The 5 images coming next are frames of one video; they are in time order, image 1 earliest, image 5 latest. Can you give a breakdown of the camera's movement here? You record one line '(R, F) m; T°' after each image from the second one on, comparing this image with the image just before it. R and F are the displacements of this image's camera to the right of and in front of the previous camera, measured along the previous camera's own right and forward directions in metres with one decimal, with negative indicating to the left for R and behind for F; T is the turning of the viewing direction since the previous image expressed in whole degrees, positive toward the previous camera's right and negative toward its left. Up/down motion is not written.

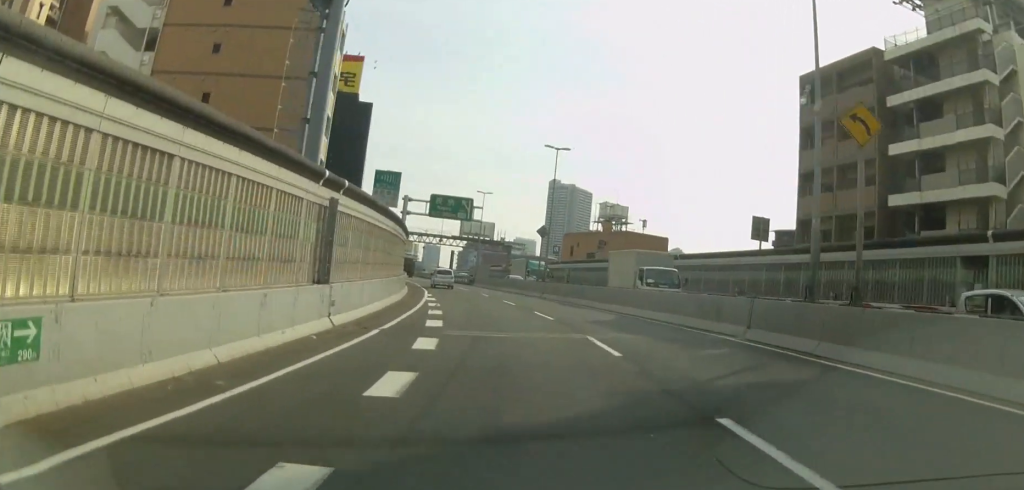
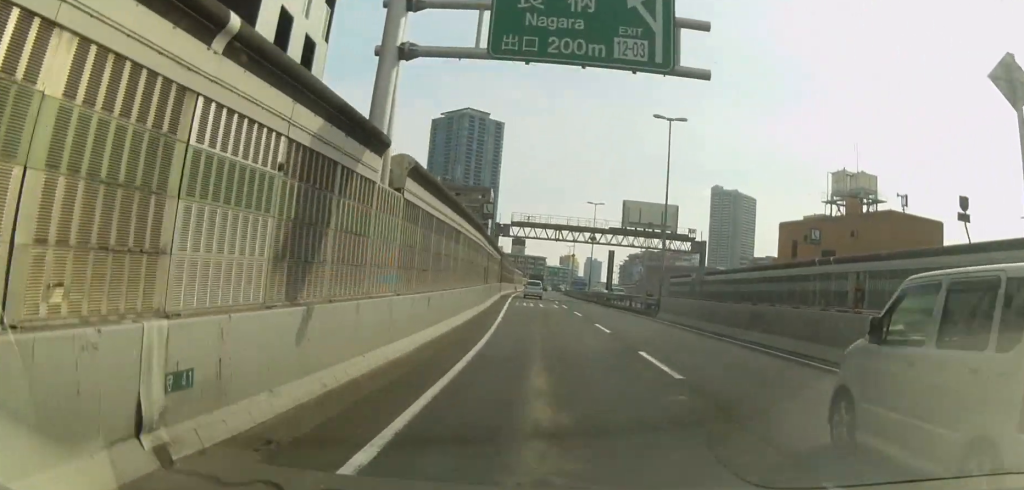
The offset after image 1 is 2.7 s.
(-6.7, +40.8) m; -17°
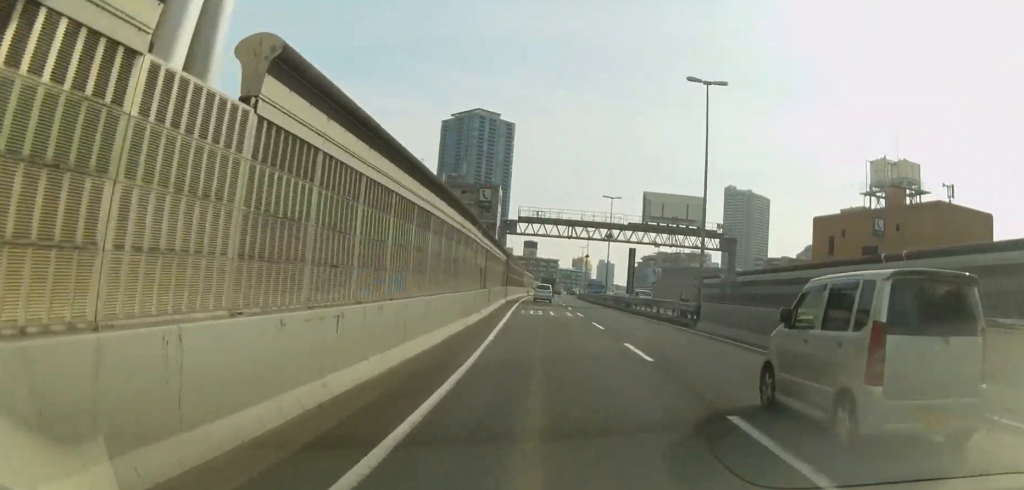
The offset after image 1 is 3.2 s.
(-0.2, +7.2) m; -2°
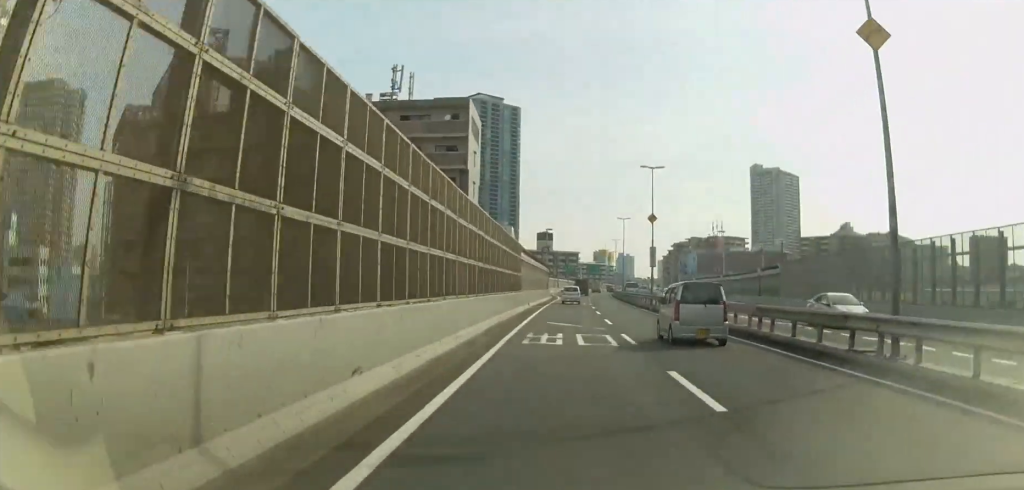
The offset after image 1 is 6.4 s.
(-2.2, +53.2) m; -3°
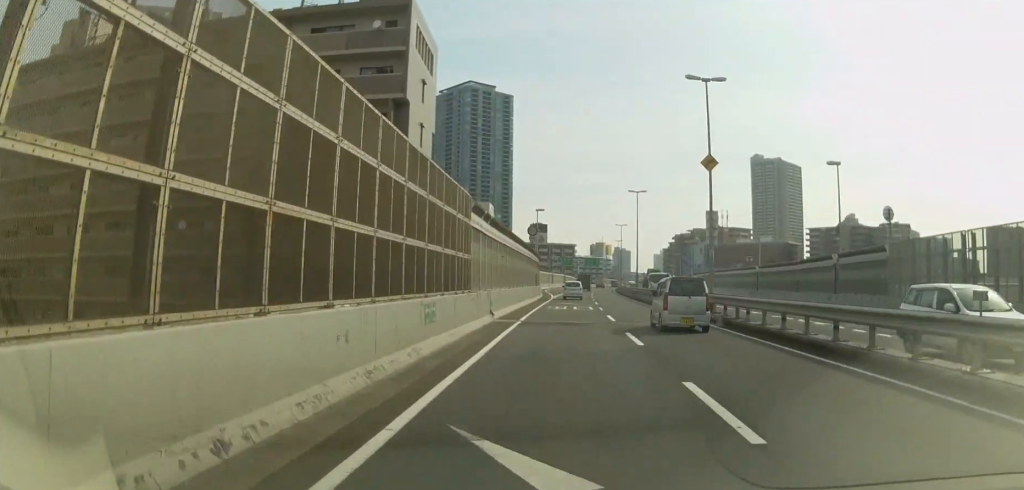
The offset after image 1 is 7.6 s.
(0.0, +21.1) m; -1°
